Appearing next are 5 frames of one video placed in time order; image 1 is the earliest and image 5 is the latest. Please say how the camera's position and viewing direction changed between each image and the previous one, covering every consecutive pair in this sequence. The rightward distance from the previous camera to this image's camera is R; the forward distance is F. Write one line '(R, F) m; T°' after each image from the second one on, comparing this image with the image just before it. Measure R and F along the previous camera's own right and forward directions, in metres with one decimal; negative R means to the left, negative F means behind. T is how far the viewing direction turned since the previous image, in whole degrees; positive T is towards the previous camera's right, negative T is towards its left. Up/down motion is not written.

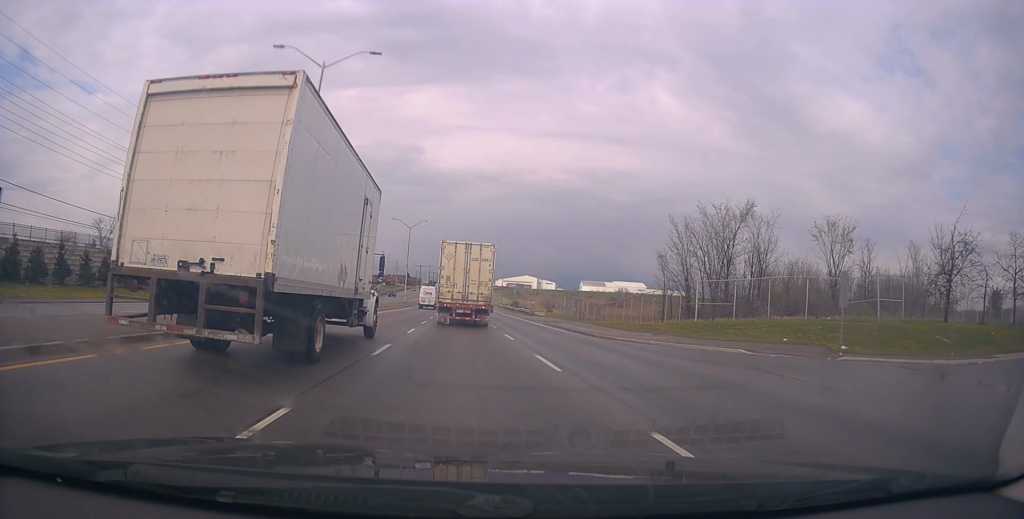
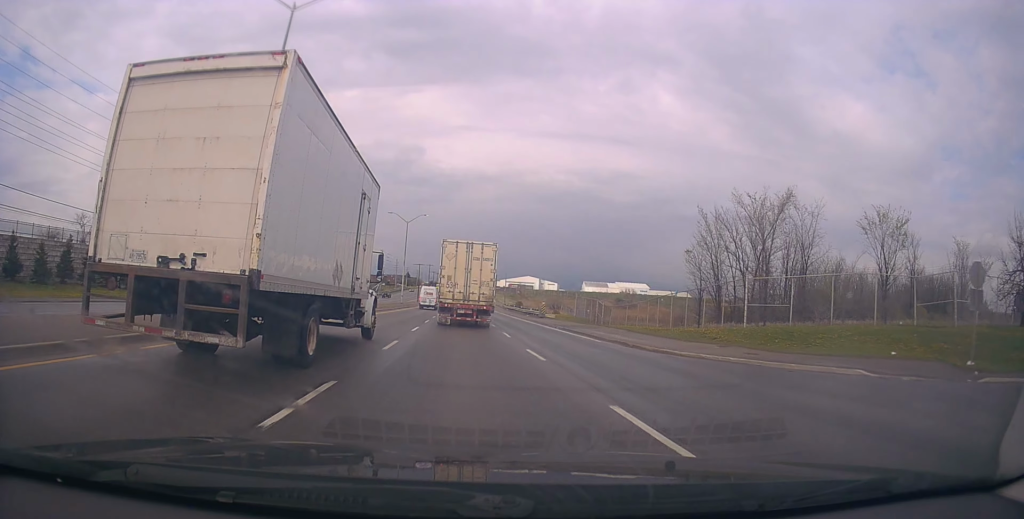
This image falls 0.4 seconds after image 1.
(+0.1, +6.8) m; 0°
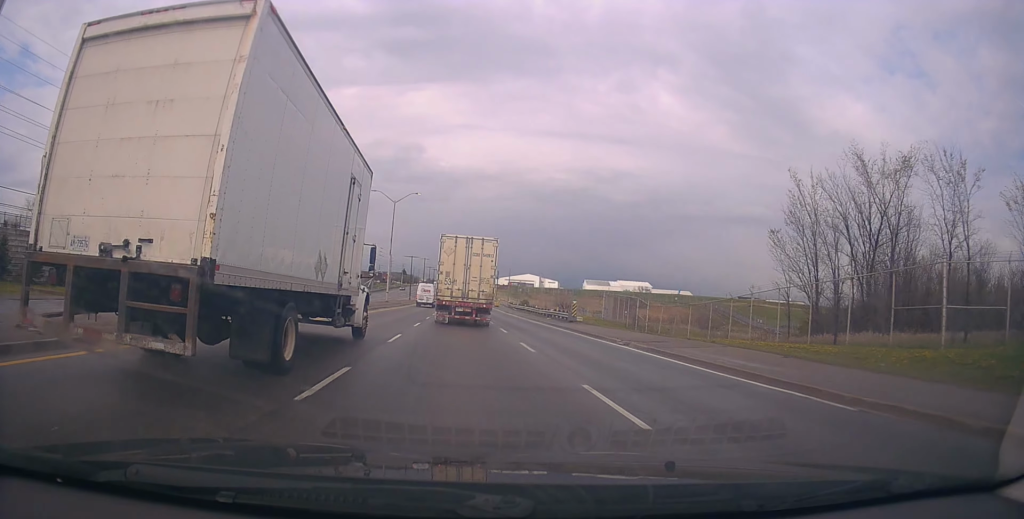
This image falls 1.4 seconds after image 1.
(-0.2, +15.9) m; -1°
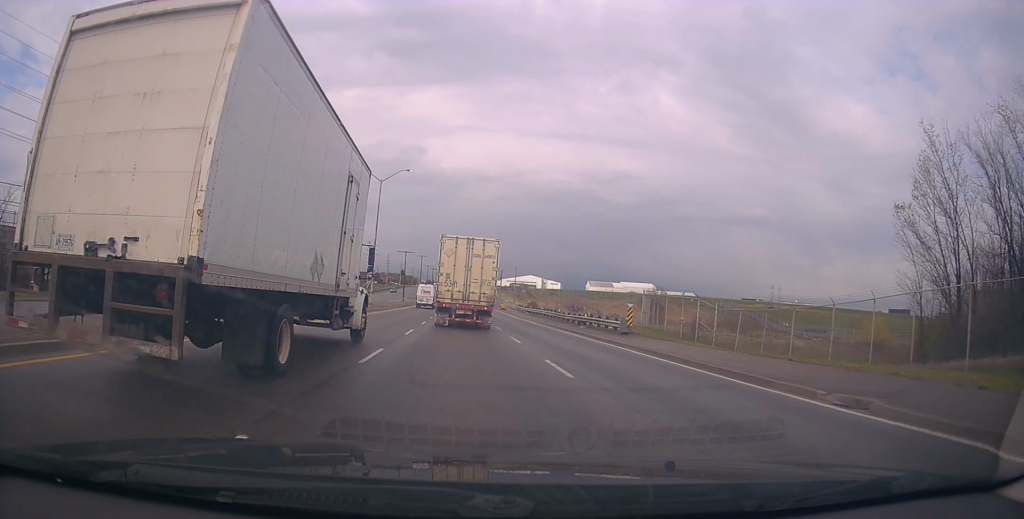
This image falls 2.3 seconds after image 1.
(-0.2, +13.7) m; 0°
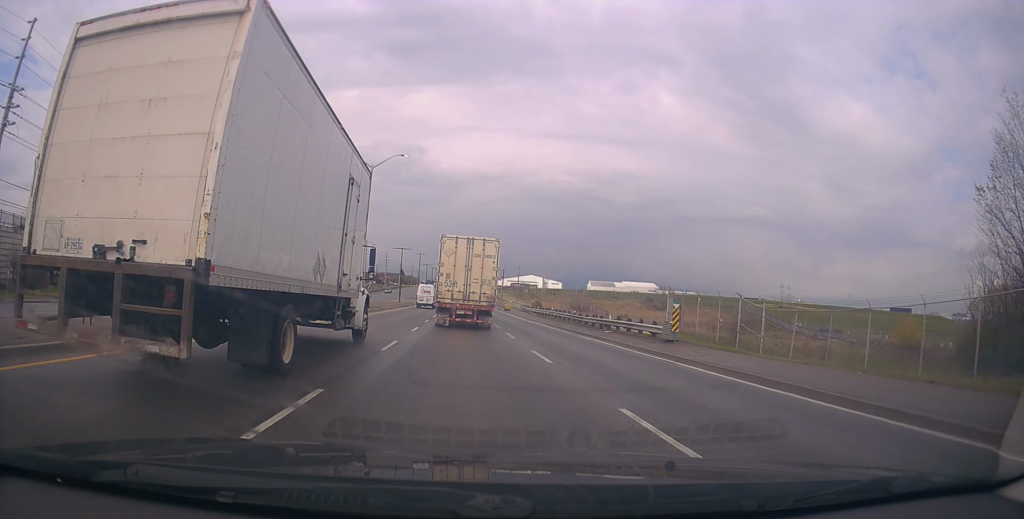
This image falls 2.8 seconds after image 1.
(+0.1, +6.0) m; +1°
